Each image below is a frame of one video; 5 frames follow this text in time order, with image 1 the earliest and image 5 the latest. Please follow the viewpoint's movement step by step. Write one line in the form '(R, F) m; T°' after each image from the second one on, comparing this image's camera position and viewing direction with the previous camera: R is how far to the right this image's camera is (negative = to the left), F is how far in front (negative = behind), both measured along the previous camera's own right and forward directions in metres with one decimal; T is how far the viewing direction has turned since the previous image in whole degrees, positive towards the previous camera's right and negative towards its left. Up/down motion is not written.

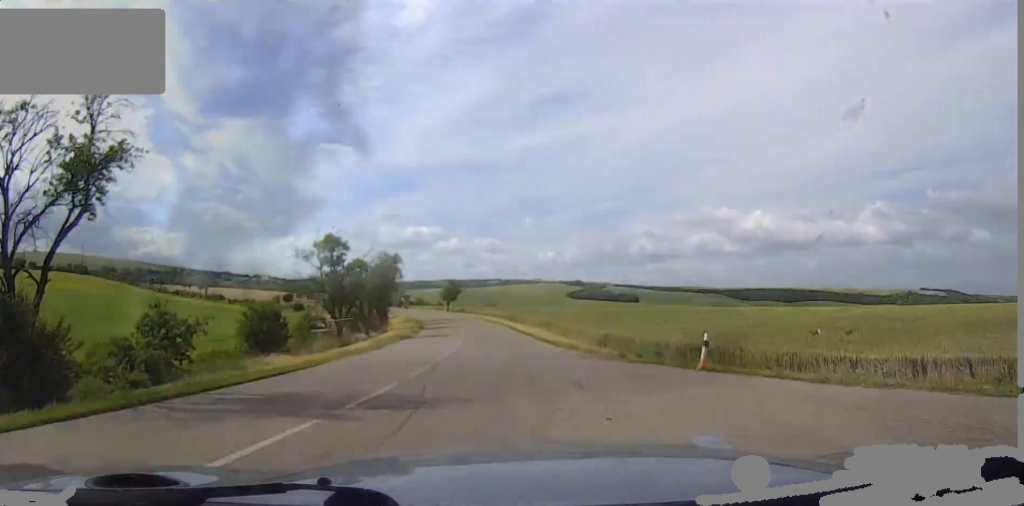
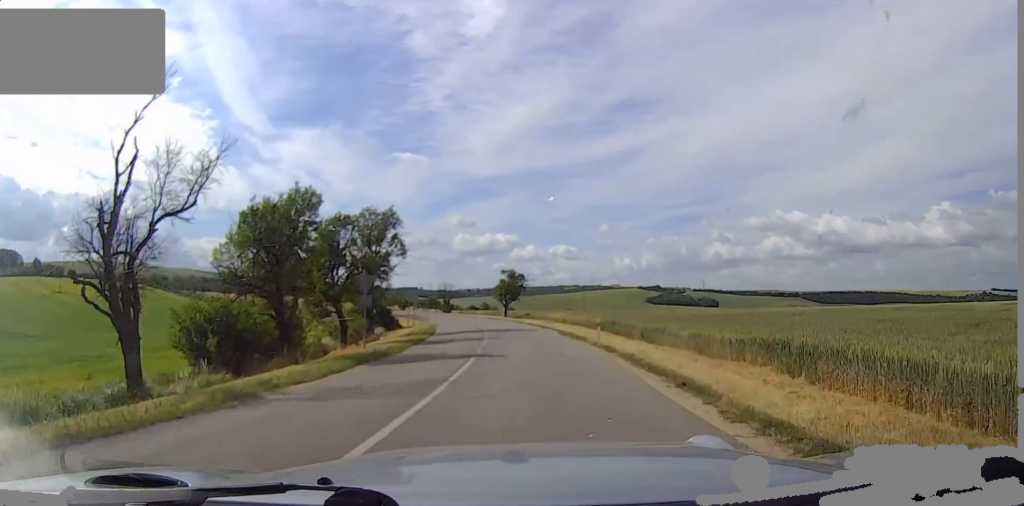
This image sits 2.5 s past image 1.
(-0.5, +39.5) m; -8°
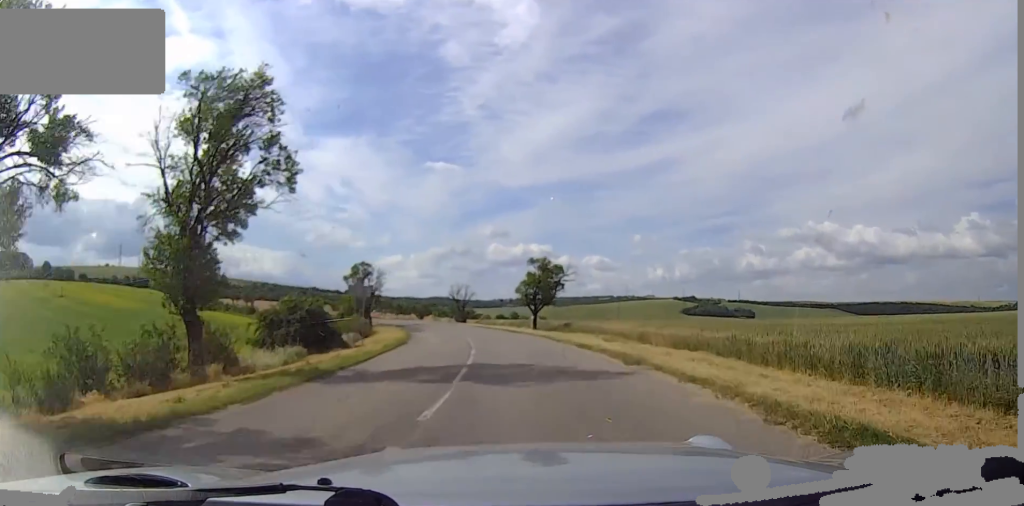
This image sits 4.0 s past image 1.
(-3.1, +26.7) m; -6°
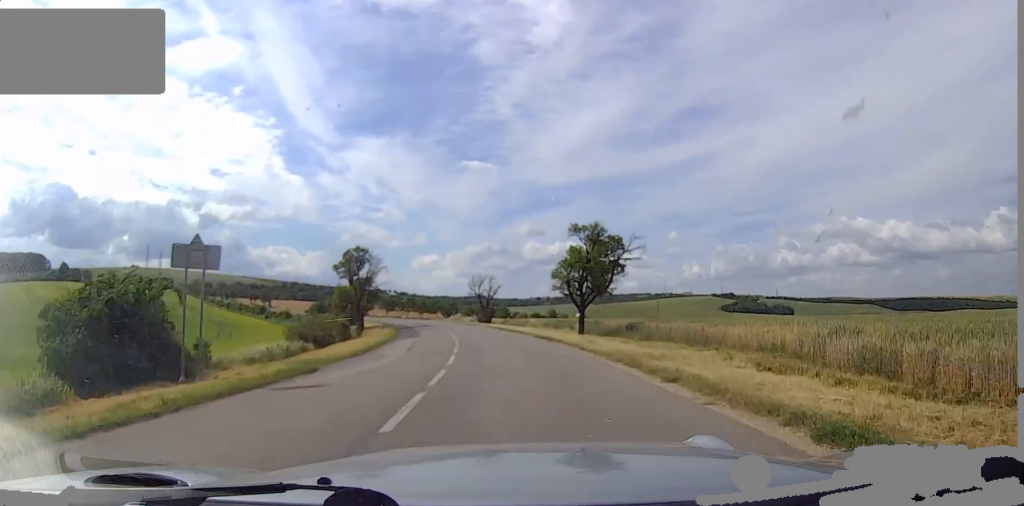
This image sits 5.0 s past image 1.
(+0.4, +19.1) m; -2°
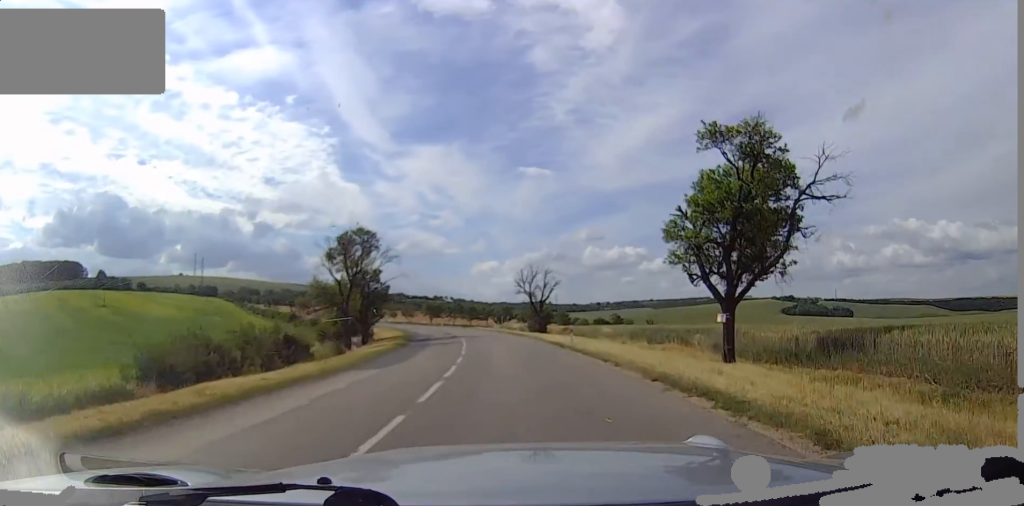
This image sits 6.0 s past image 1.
(-0.9, +19.4) m; -5°
